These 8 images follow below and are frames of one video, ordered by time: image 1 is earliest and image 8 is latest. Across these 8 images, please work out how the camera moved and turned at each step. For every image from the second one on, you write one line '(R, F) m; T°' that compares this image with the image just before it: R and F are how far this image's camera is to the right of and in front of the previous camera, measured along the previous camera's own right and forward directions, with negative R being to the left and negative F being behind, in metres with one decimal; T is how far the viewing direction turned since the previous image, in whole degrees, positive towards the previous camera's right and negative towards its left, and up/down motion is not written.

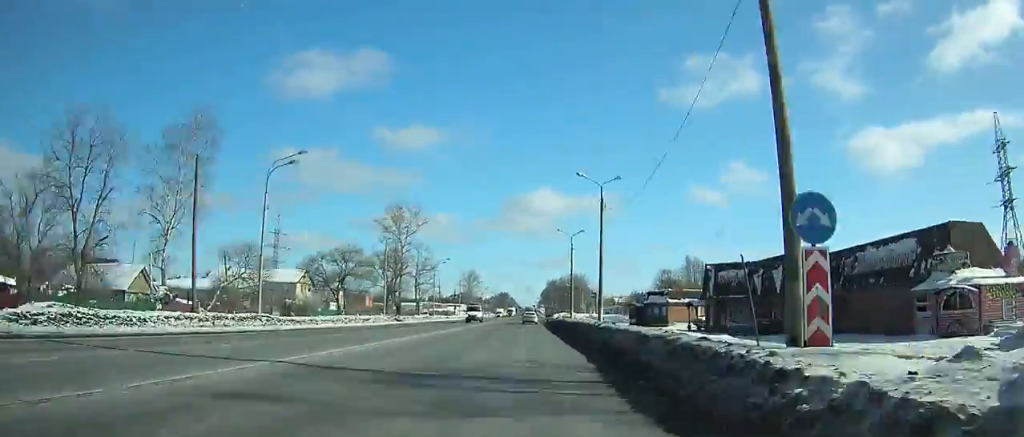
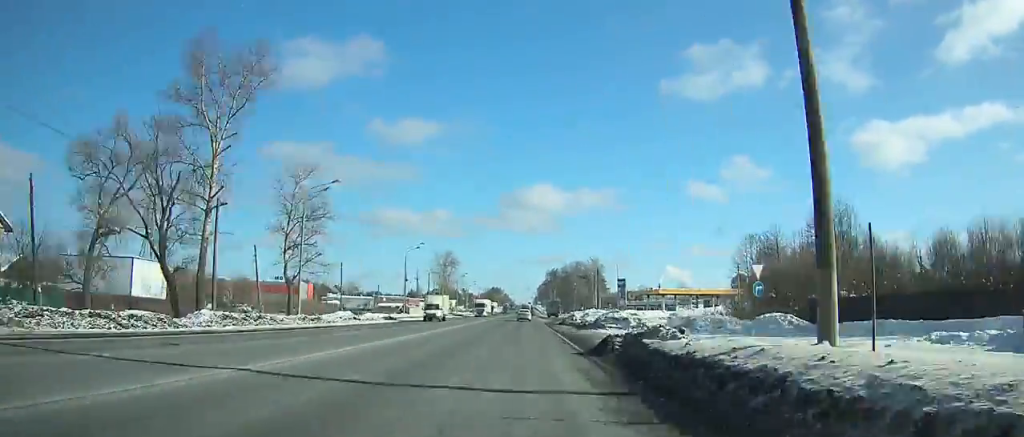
(+0.1, +62.2) m; +1°
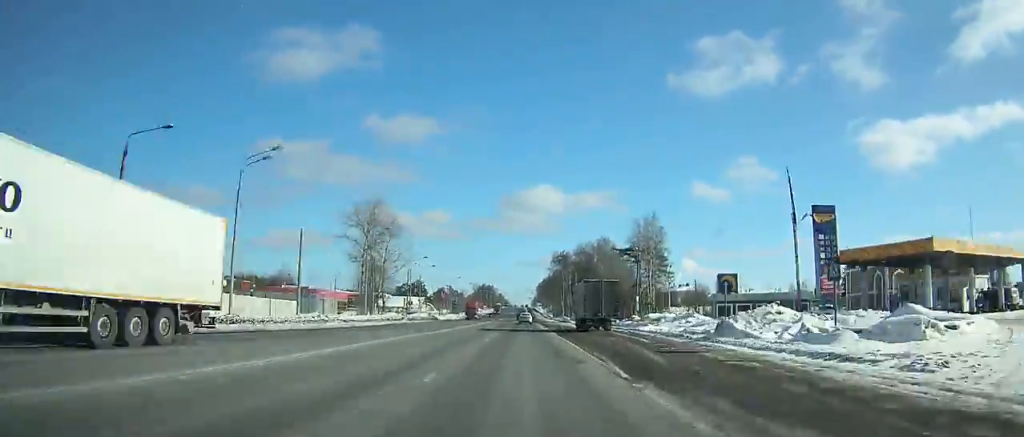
(+6.4, +87.0) m; +7°
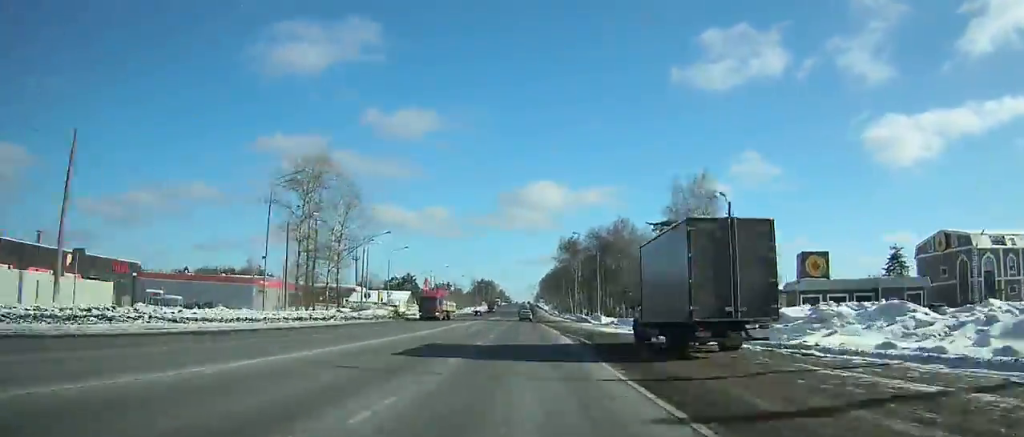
(+6.3, +29.0) m; -5°
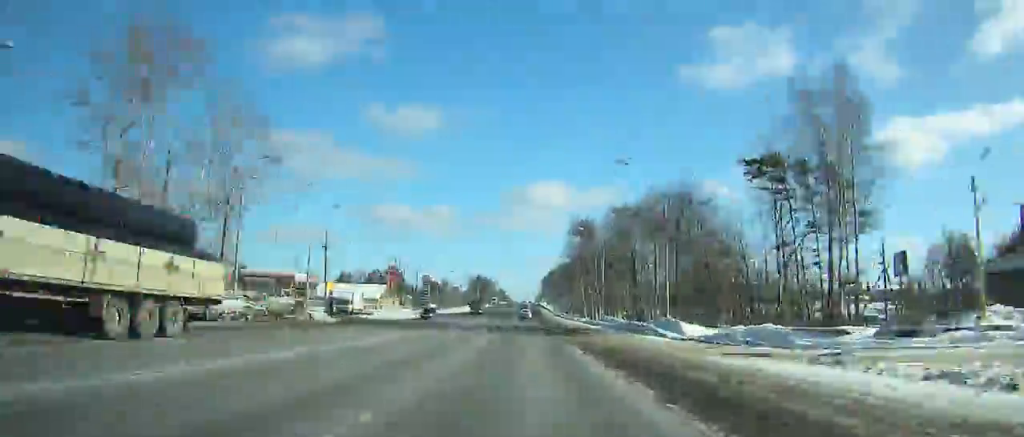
(-2.2, +32.3) m; -5°
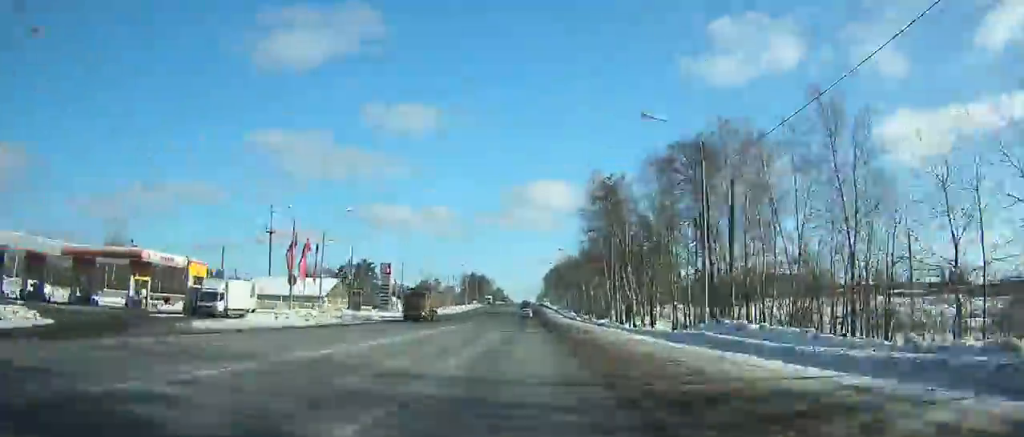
(-11.6, +39.6) m; -6°
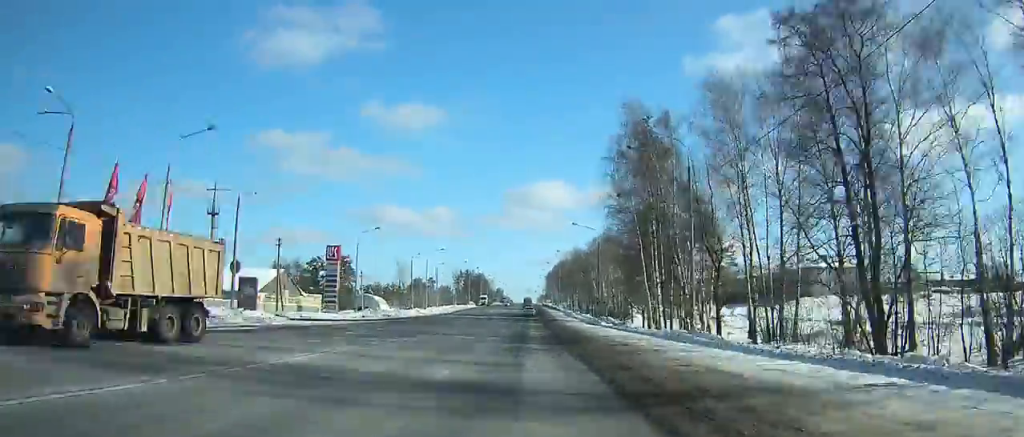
(+2.4, +27.9) m; +3°
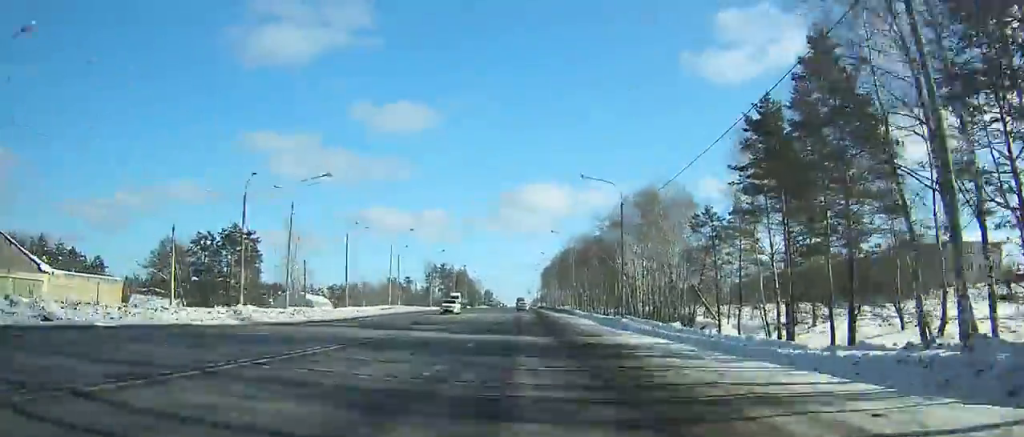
(+6.0, +56.0) m; +6°
